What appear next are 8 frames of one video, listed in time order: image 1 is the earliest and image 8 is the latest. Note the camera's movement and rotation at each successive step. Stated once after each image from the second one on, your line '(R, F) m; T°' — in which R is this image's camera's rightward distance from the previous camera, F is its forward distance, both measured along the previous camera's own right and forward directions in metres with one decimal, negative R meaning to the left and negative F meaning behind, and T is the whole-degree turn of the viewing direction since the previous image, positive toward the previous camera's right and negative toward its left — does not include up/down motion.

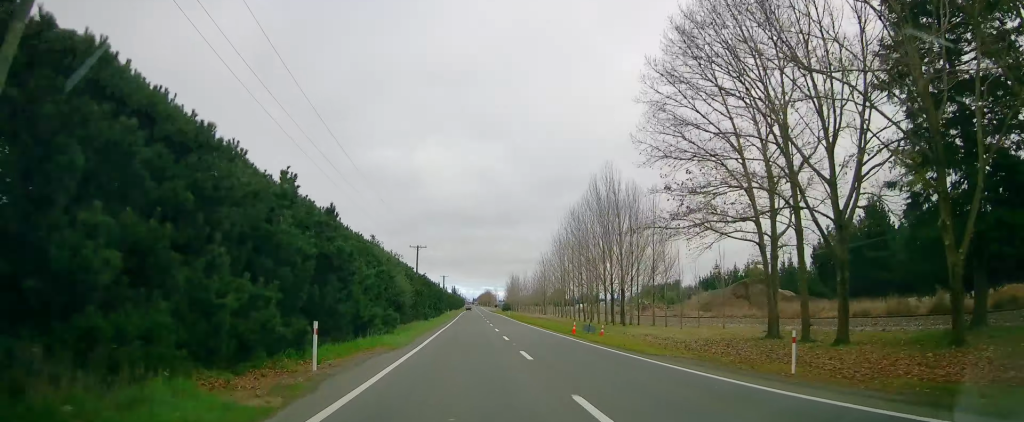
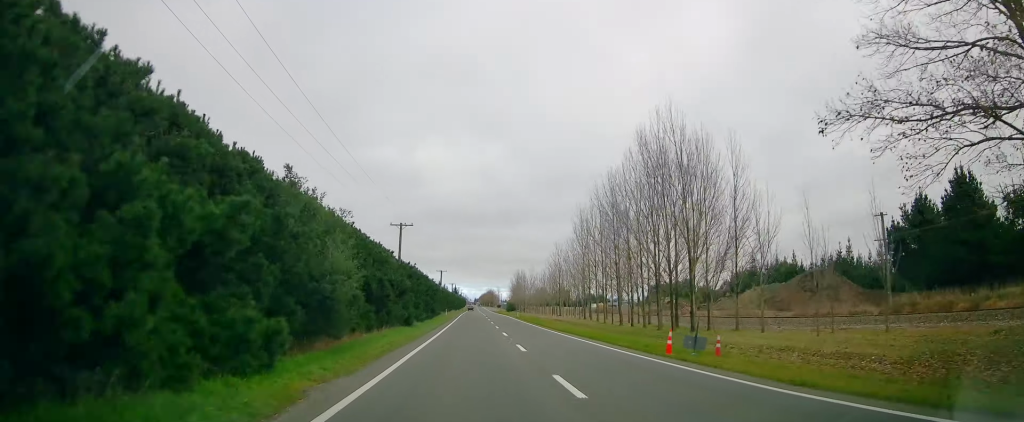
(-0.1, +17.1) m; -1°
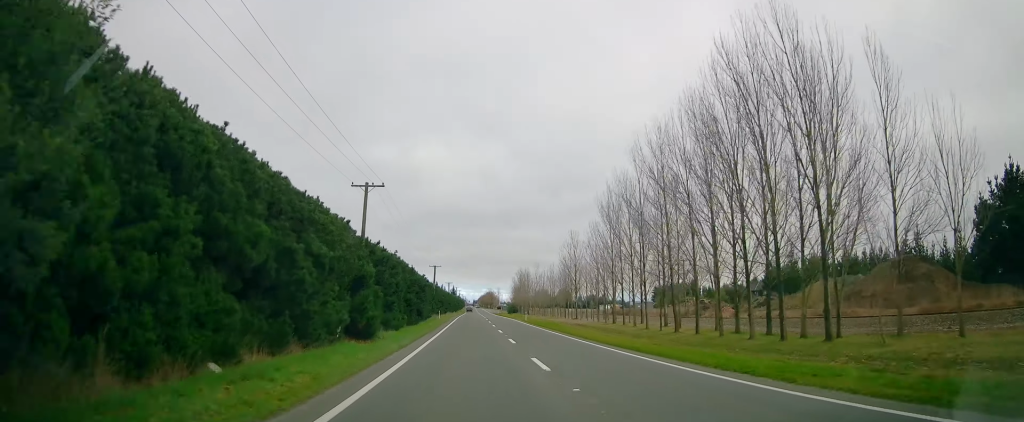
(-0.2, +15.7) m; 0°
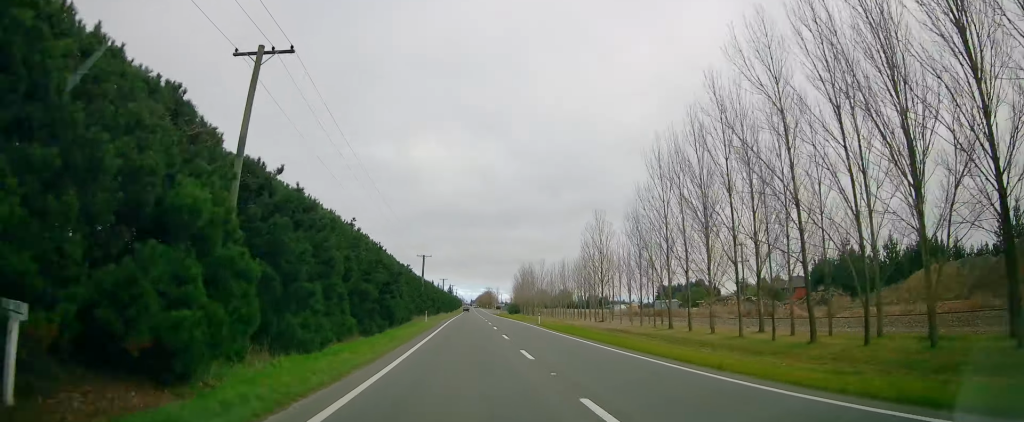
(+0.1, +17.4) m; +1°
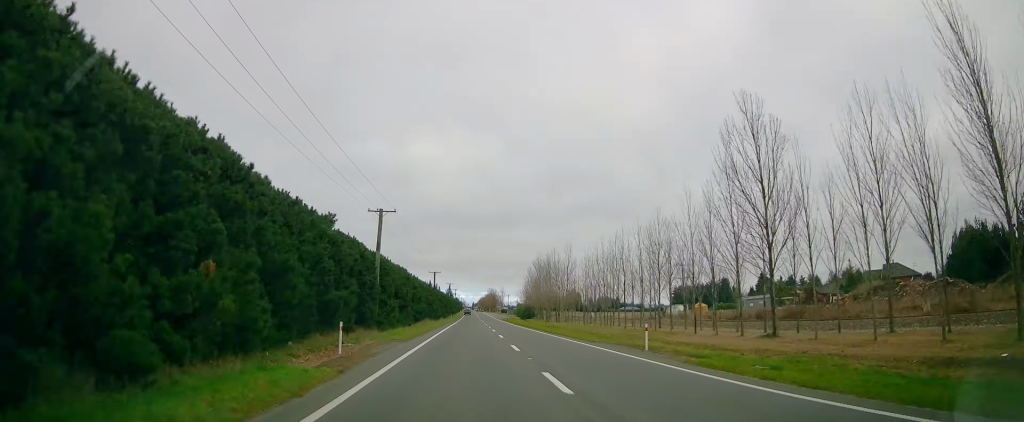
(+0.4, +36.1) m; 0°
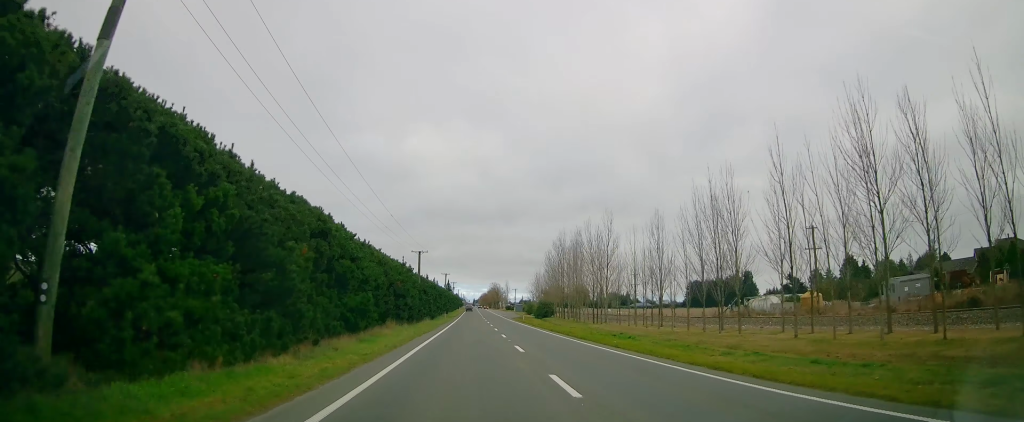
(-0.1, +30.4) m; 0°
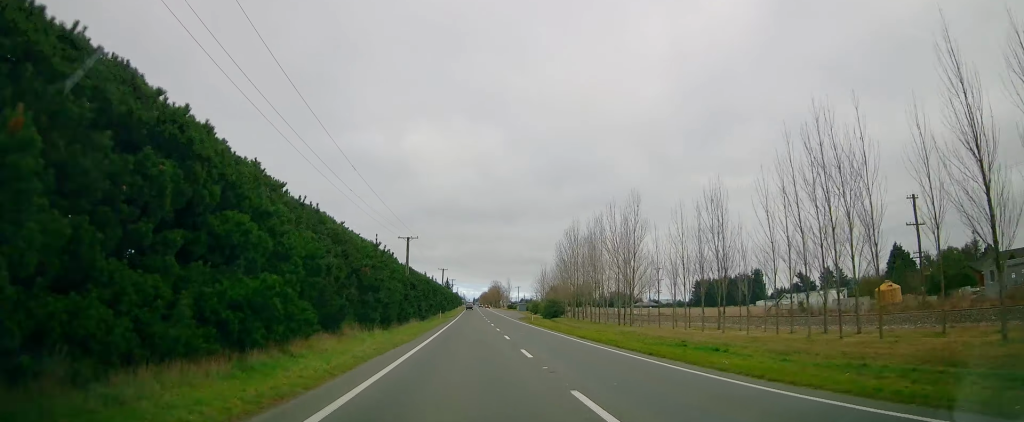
(-0.1, +12.5) m; 0°
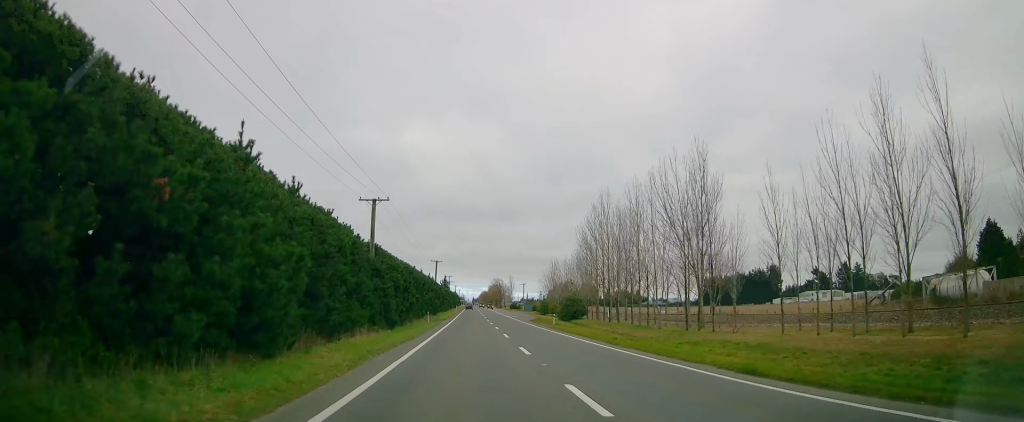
(0.0, +19.4) m; +1°
